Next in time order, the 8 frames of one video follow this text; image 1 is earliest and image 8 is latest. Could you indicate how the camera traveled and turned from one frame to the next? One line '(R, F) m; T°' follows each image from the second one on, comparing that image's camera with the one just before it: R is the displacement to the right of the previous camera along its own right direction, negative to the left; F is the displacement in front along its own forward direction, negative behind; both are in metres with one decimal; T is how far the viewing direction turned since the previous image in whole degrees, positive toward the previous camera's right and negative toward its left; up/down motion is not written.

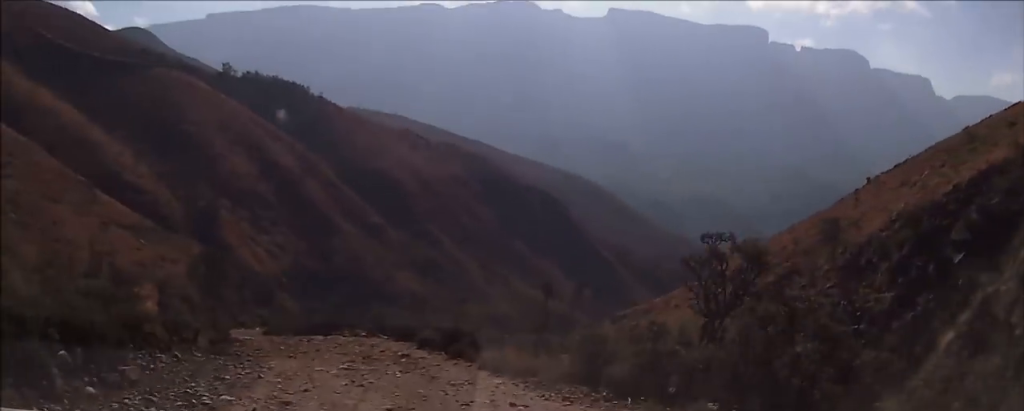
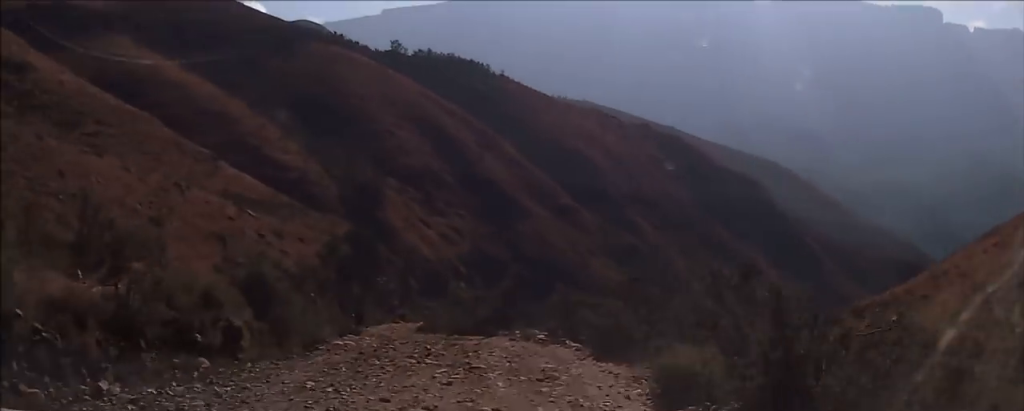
(-0.9, +12.2) m; -8°
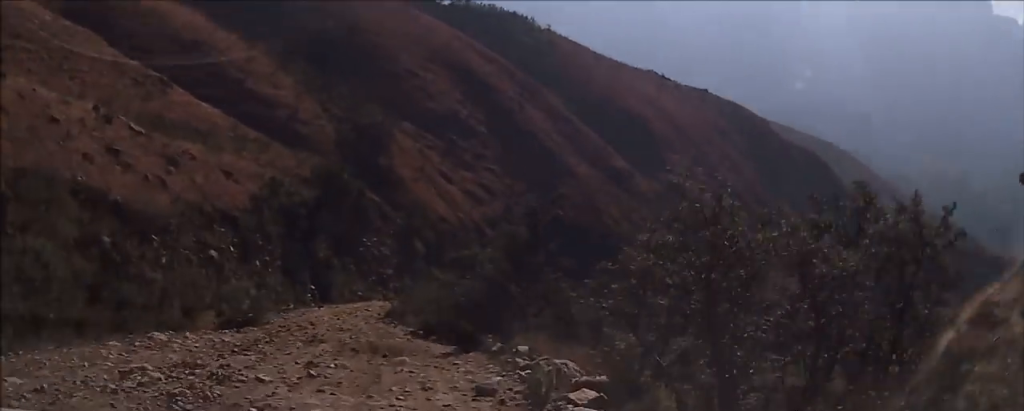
(-1.0, +20.6) m; -12°
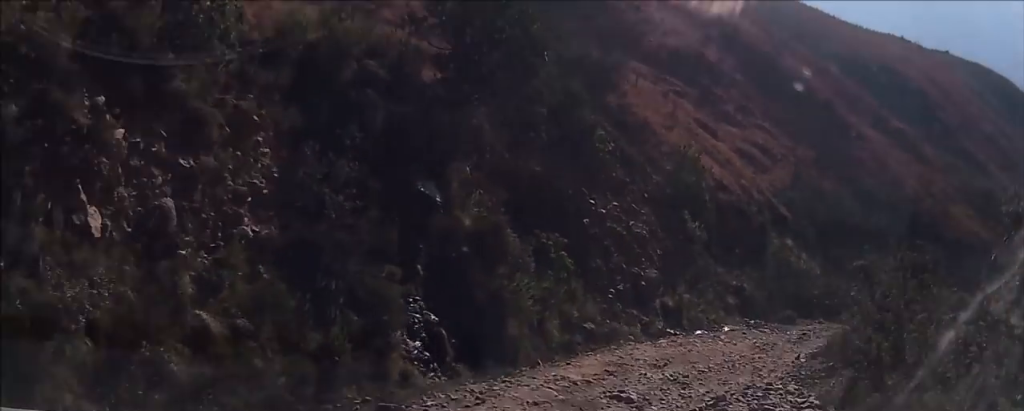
(-2.9, +32.6) m; +9°
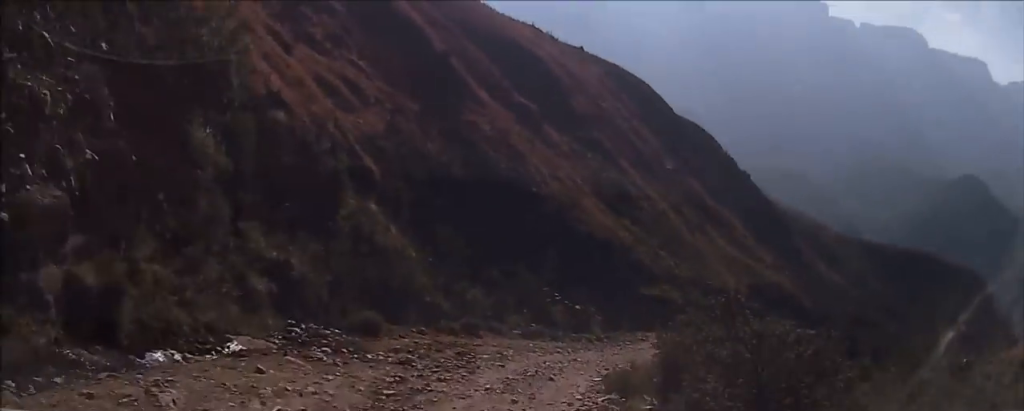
(+1.9, +17.6) m; +16°
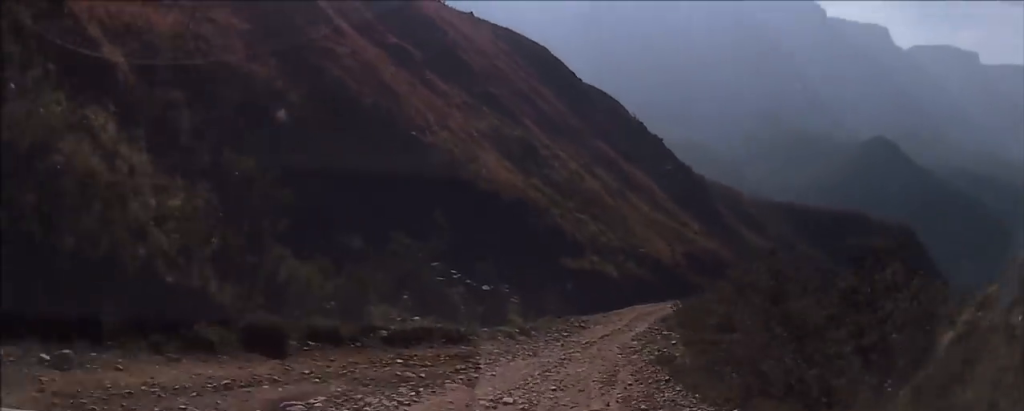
(+2.7, +17.8) m; +13°
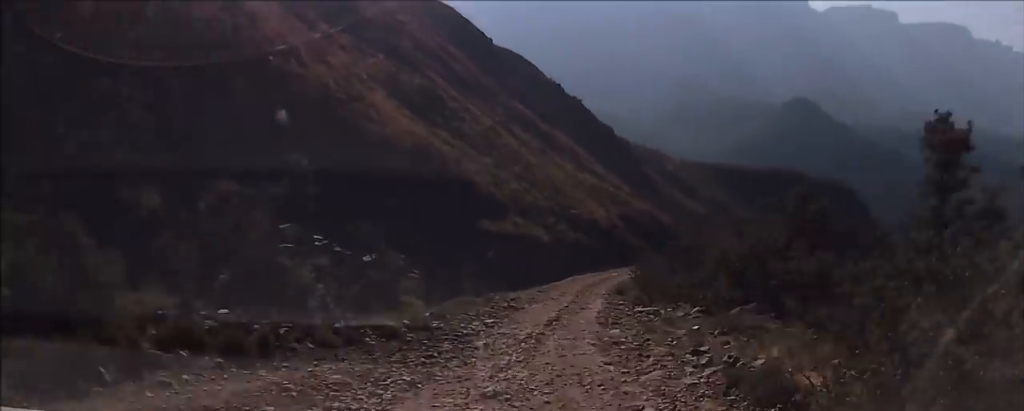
(+1.3, +13.6) m; +8°
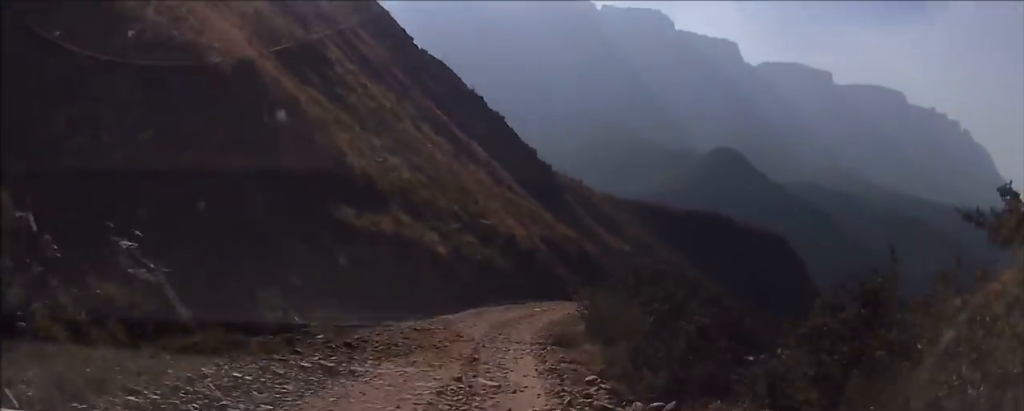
(+0.1, +15.9) m; +8°
